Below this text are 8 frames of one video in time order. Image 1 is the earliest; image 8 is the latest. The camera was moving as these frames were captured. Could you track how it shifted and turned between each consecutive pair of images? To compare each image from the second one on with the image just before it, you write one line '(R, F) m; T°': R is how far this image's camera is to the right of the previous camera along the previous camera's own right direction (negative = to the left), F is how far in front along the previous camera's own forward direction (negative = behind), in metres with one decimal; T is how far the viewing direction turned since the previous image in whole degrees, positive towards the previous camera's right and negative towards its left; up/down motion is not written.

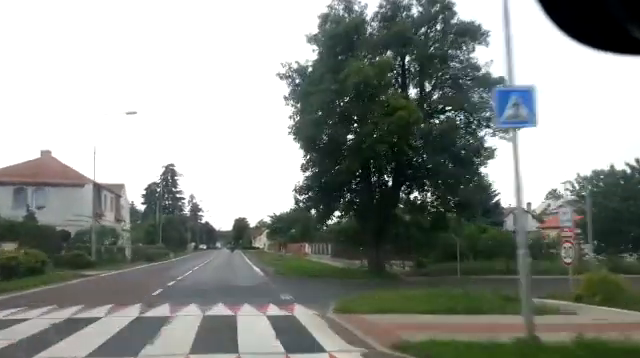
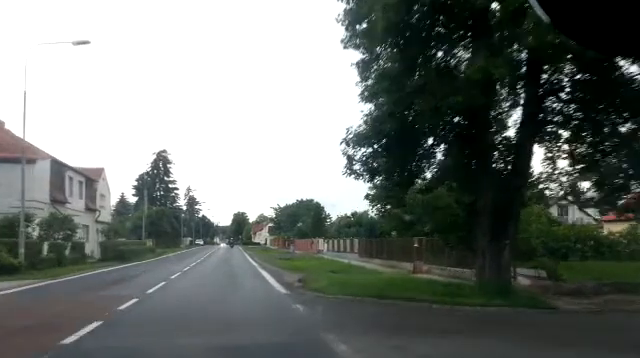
(+0.2, +9.1) m; -1°
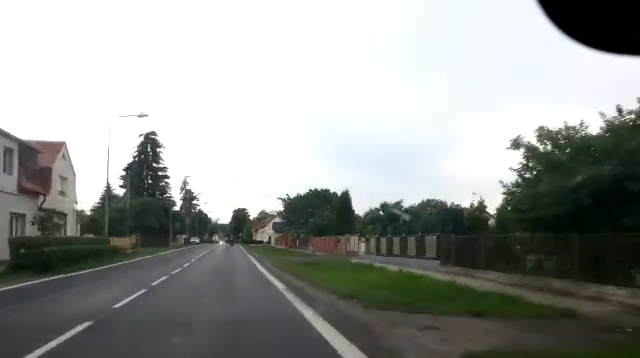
(-0.2, +12.8) m; 0°
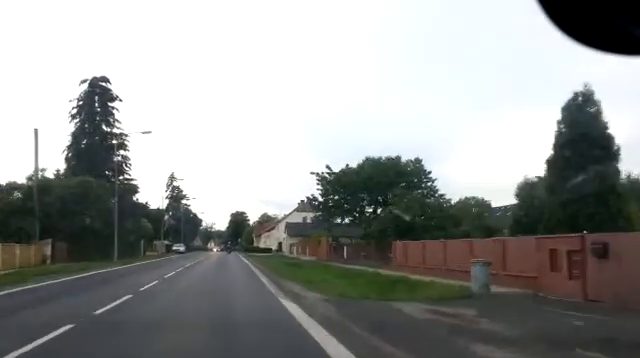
(+0.3, +26.8) m; +1°
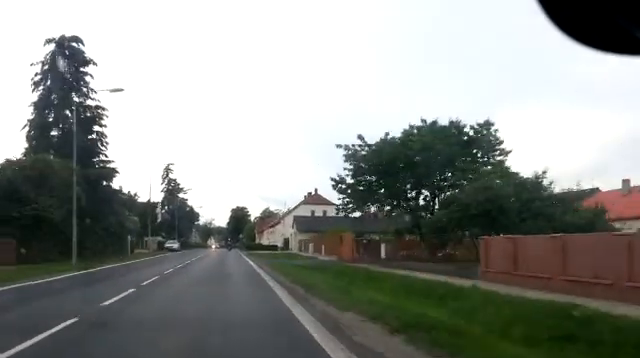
(-0.1, +8.4) m; 0°
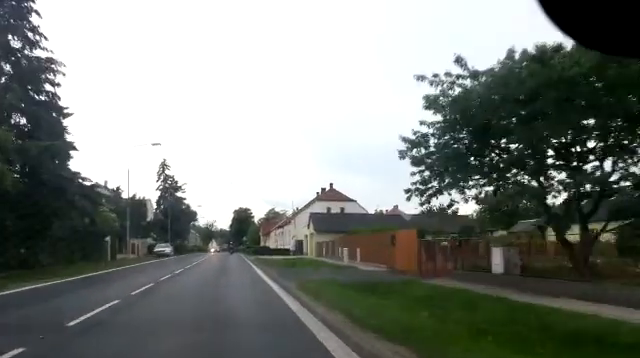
(-0.1, +10.7) m; -1°
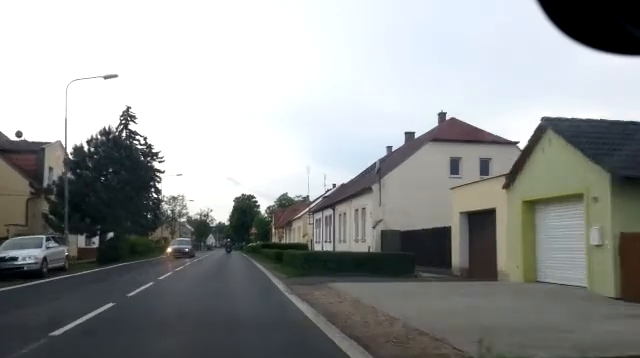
(+0.2, +35.9) m; +1°
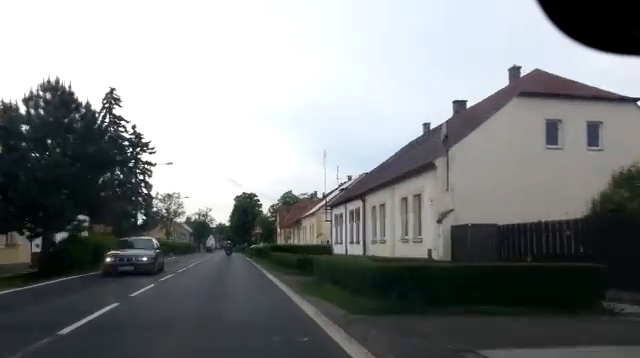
(0.0, +8.5) m; 0°
